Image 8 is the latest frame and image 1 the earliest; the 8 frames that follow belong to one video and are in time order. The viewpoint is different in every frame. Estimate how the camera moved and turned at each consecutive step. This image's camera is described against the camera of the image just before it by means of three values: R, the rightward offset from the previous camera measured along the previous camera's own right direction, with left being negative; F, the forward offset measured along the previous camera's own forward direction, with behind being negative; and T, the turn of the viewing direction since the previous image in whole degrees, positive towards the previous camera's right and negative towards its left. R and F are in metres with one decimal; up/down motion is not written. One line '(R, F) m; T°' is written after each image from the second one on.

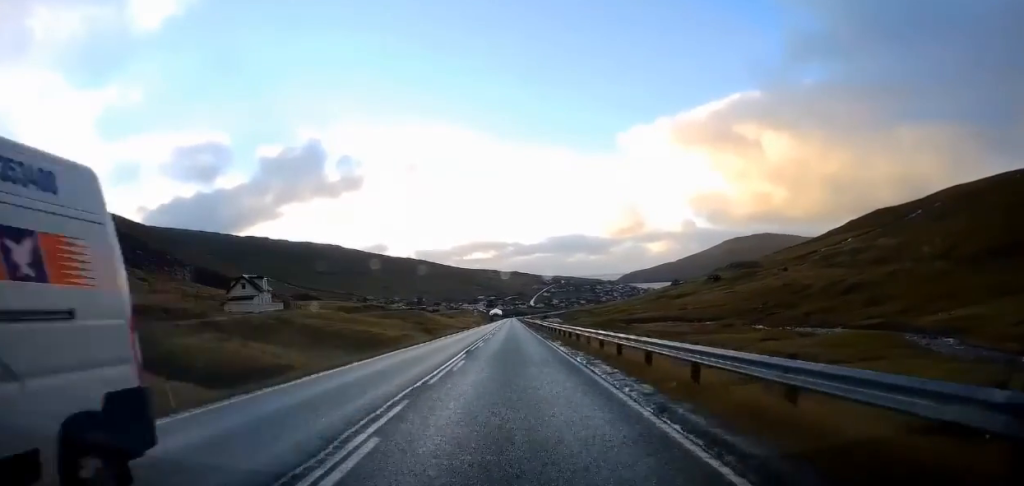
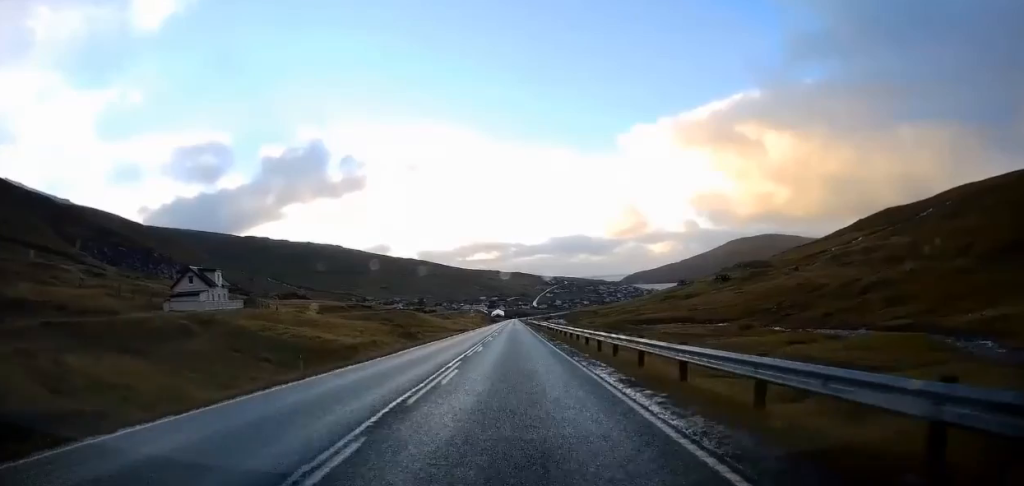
(-0.2, +14.8) m; 0°
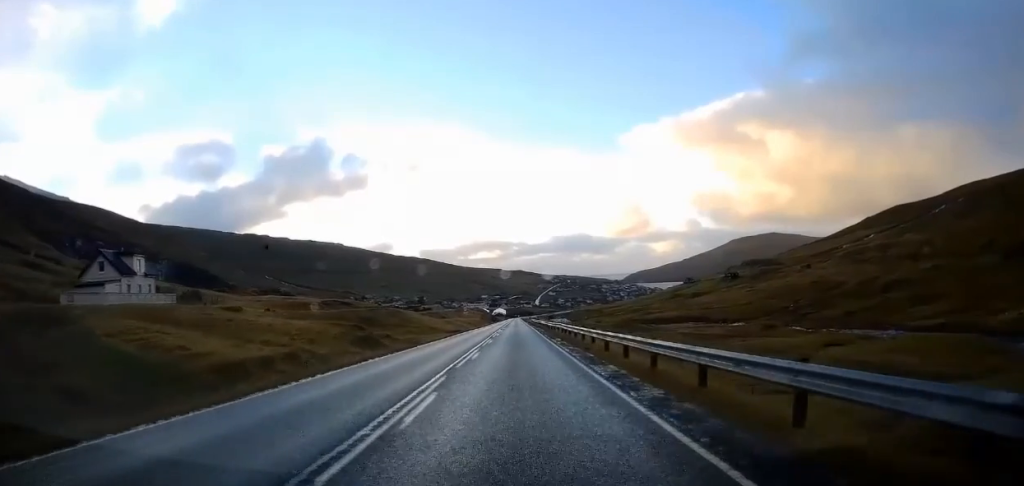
(+0.2, +16.8) m; 0°
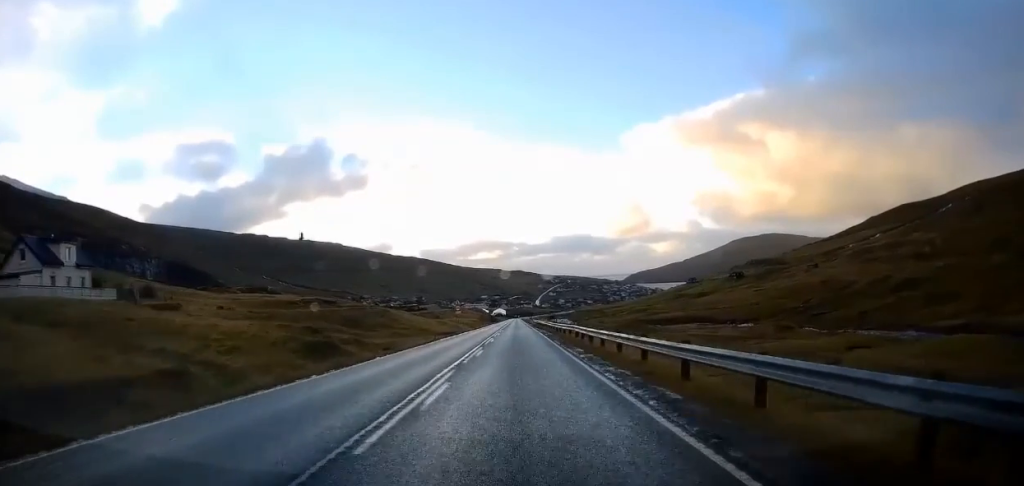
(-0.1, +10.4) m; 0°
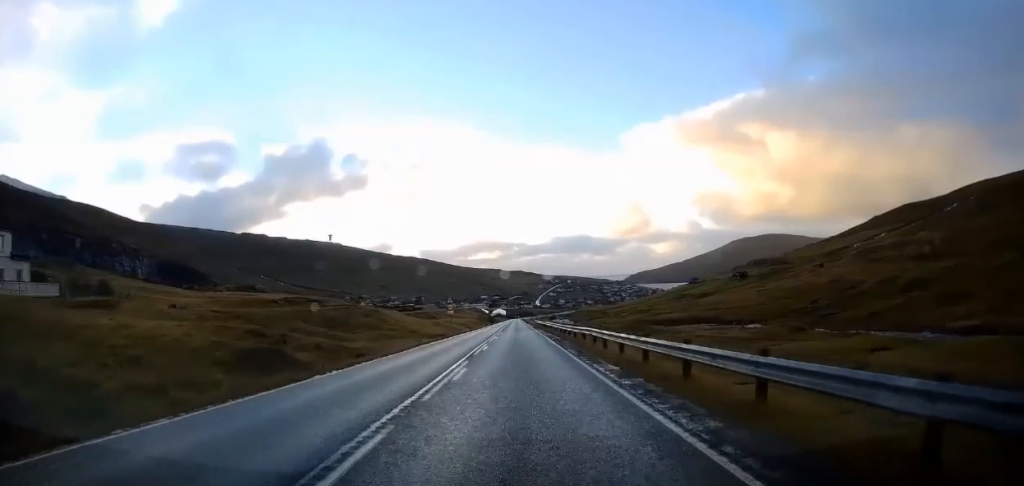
(-0.1, +7.8) m; 0°
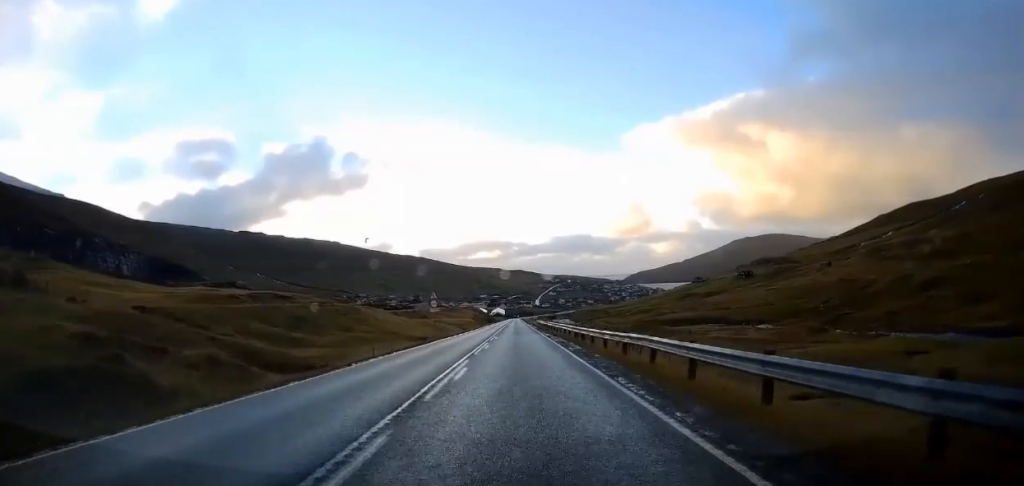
(0.0, +11.9) m; 0°
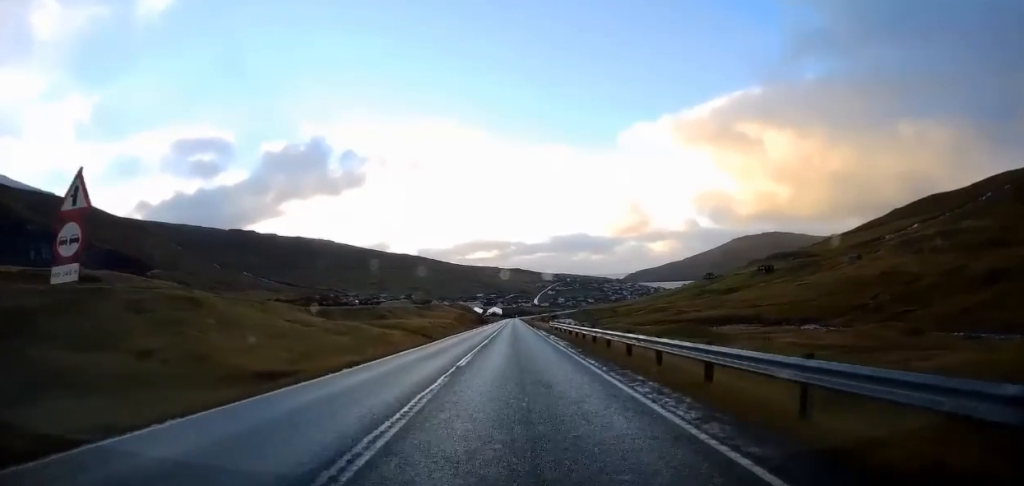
(-0.1, +41.0) m; -1°
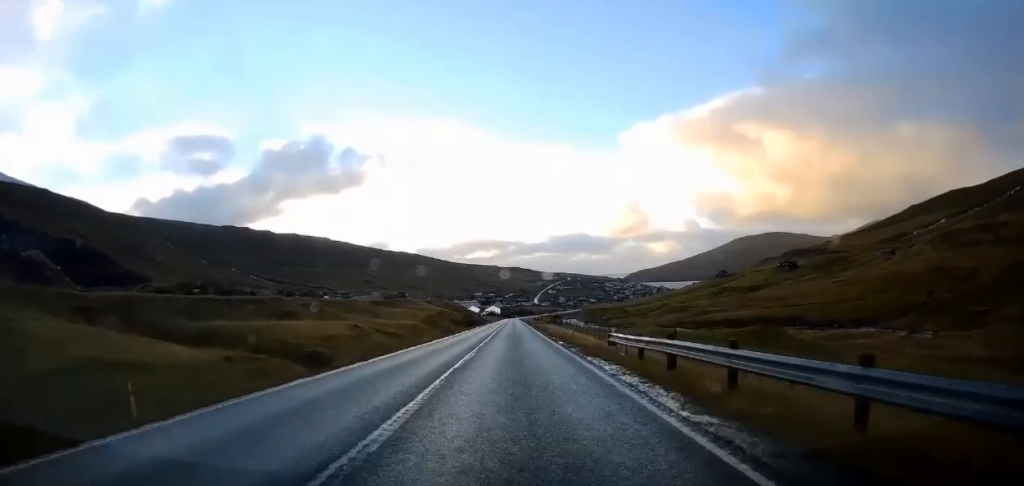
(+0.2, +37.7) m; +1°
